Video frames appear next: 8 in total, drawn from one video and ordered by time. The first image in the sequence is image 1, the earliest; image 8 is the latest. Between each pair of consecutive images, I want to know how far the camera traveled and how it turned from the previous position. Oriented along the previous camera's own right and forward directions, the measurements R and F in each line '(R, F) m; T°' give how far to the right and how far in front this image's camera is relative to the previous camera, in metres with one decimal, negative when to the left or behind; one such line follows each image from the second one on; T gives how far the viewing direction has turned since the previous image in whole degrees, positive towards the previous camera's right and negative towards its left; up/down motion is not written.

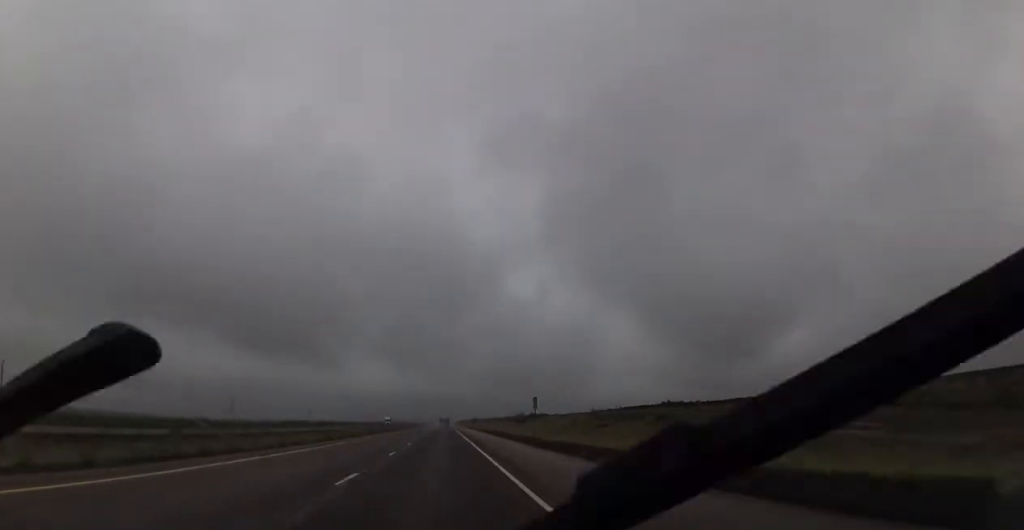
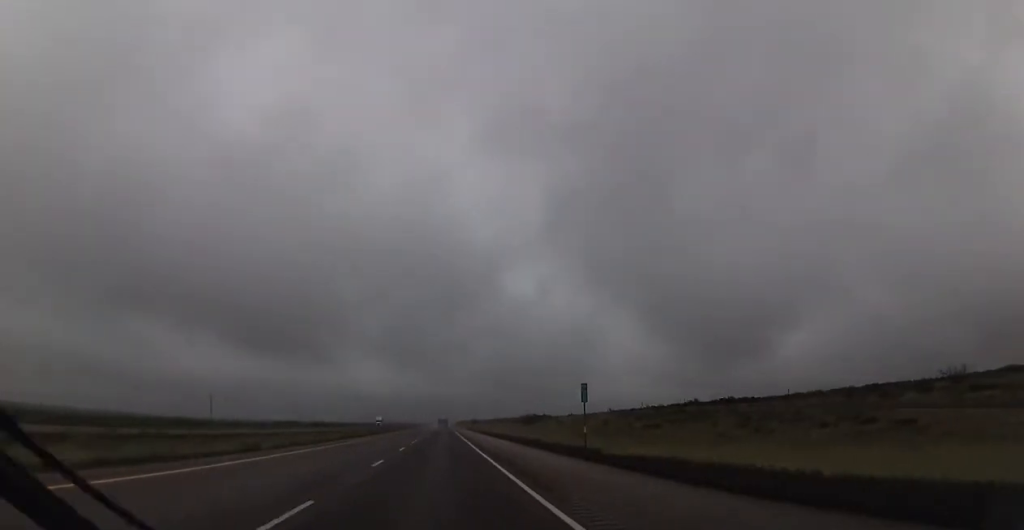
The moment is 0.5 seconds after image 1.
(-0.1, +18.1) m; 0°
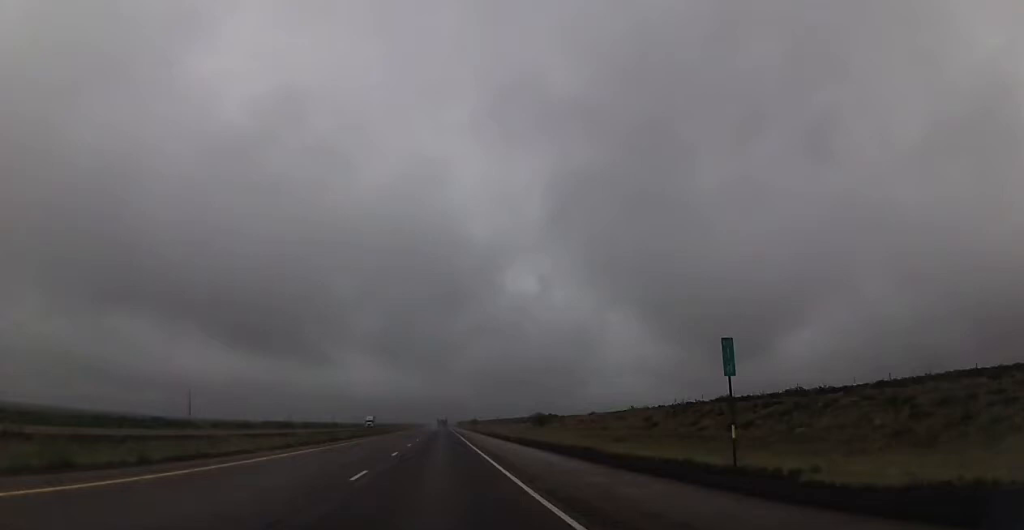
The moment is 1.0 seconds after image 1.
(-0.1, +16.9) m; +1°
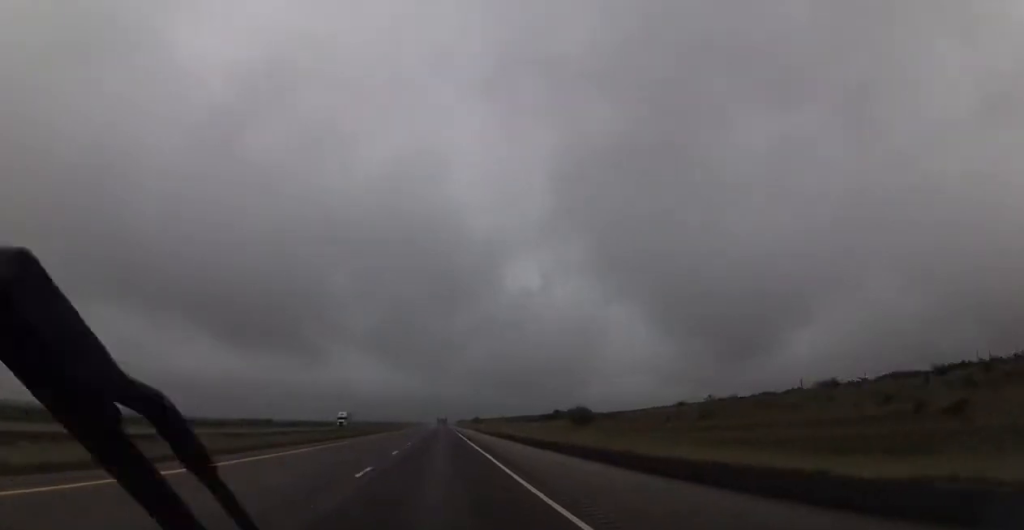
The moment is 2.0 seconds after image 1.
(+0.6, +36.3) m; 0°
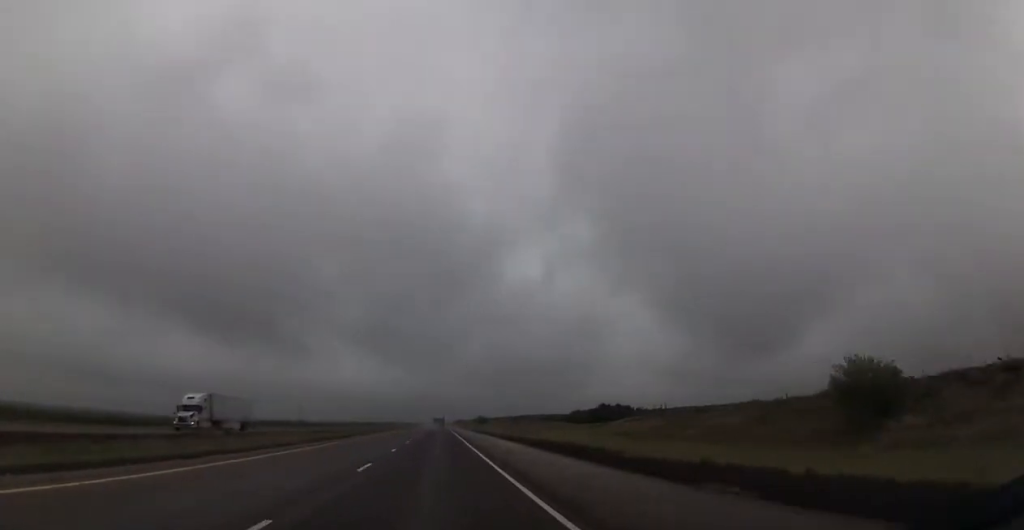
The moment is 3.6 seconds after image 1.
(-0.2, +59.3) m; 0°
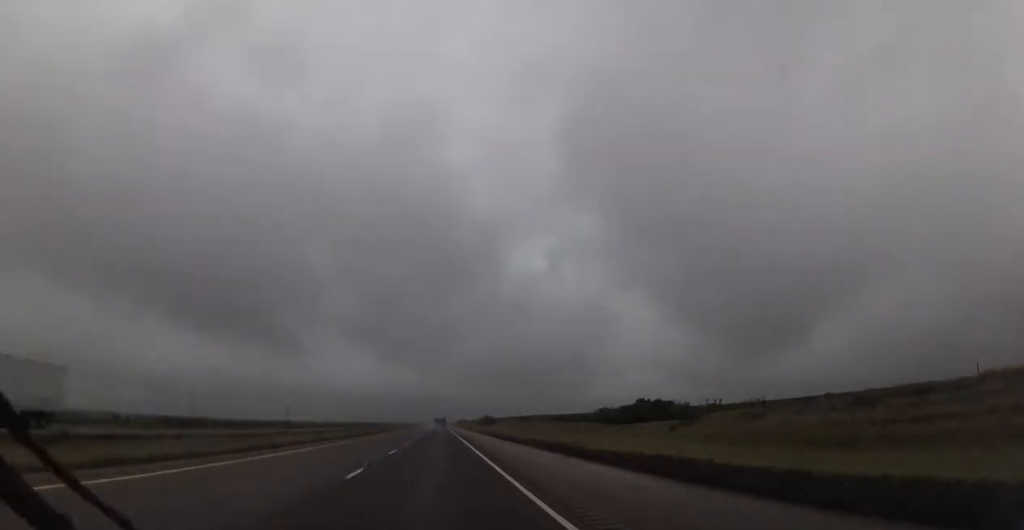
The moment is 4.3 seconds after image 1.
(+0.3, +26.7) m; 0°
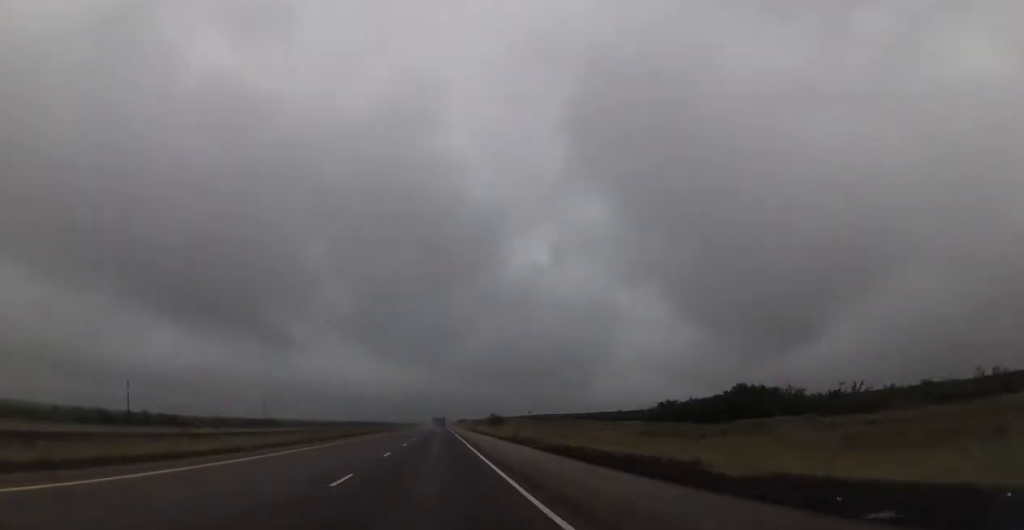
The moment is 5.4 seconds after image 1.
(-0.4, +38.9) m; 0°
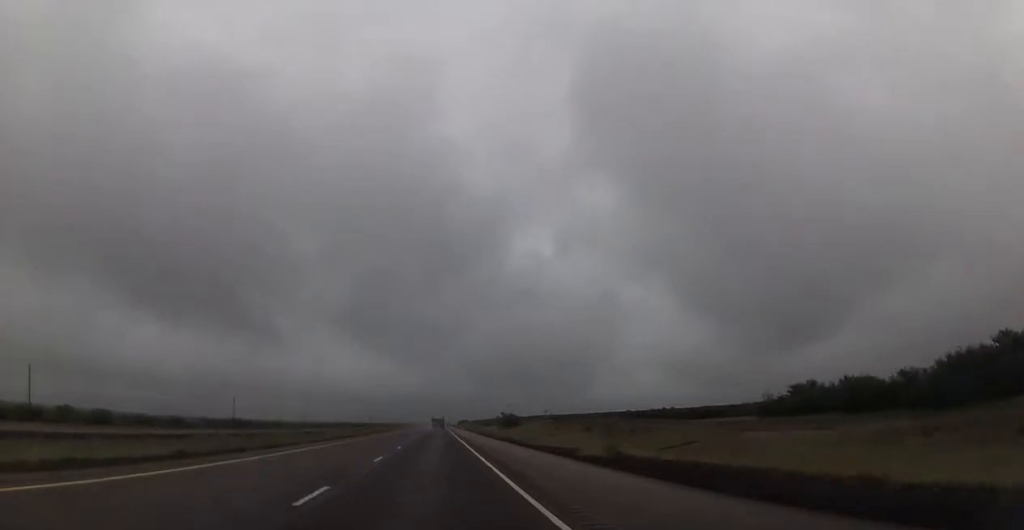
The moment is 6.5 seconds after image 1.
(+0.2, +40.1) m; 0°
